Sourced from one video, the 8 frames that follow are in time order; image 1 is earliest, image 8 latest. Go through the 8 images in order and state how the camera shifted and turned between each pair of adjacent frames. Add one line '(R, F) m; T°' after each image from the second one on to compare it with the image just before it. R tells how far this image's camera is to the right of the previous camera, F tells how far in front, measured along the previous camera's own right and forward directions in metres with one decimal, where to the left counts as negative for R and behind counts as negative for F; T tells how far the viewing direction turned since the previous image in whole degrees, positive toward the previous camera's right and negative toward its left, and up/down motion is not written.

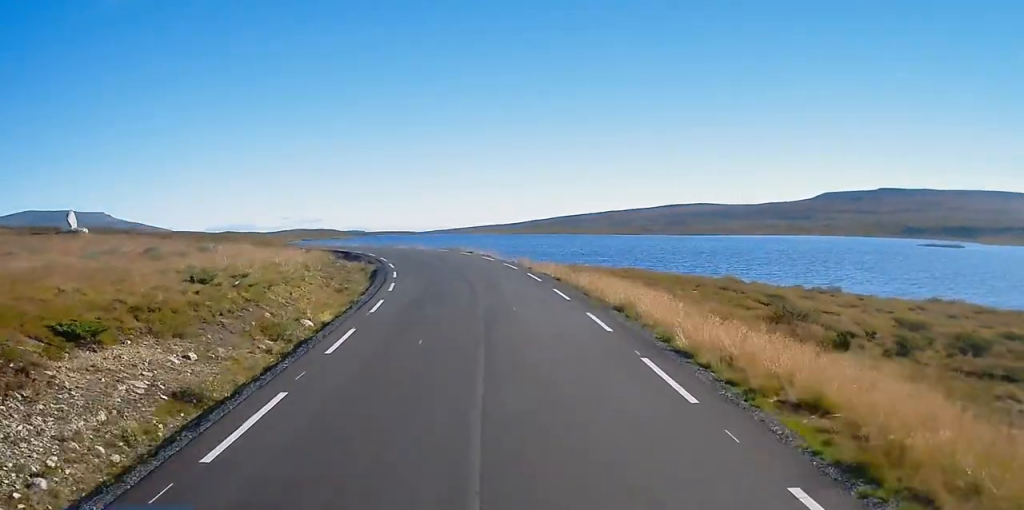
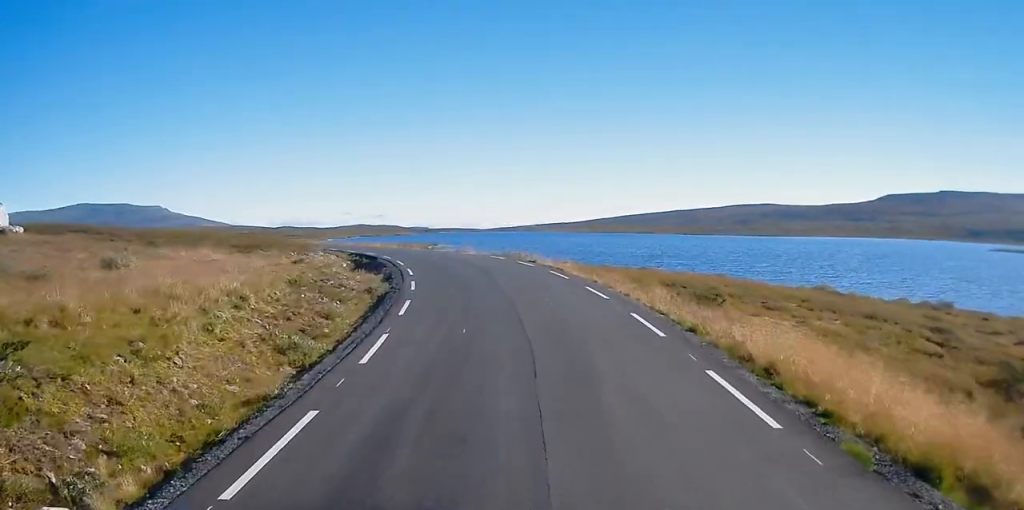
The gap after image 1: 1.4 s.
(-0.6, +13.0) m; -6°
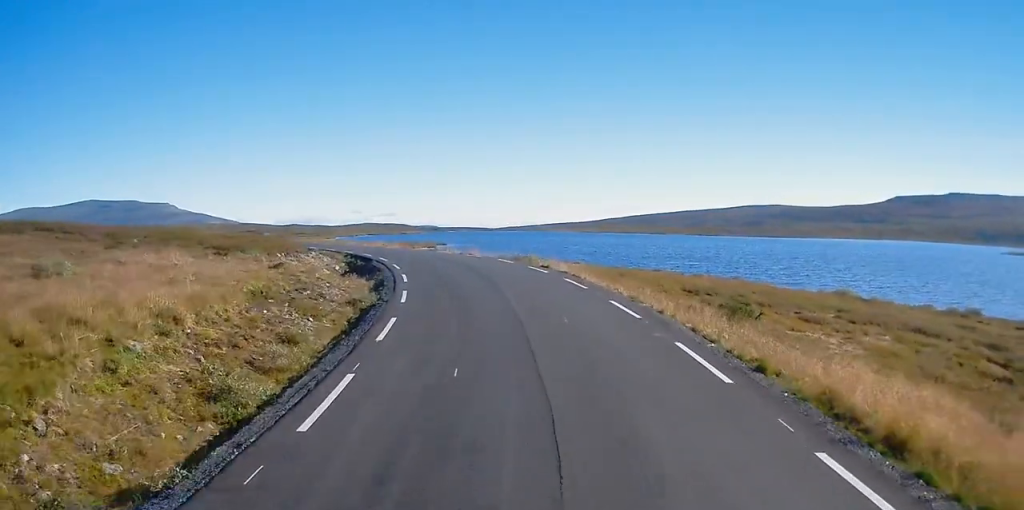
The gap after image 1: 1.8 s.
(-0.1, +3.9) m; -2°
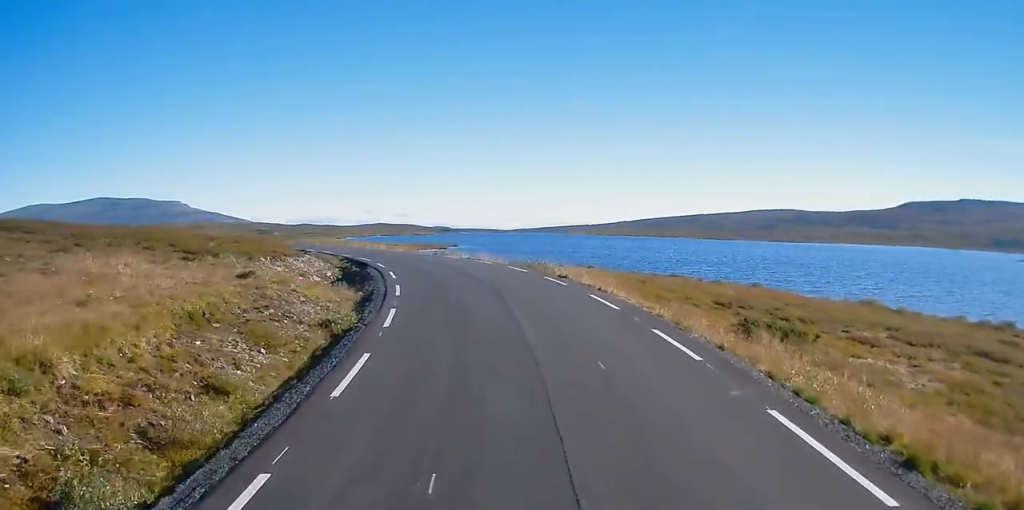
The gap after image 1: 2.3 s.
(0.0, +4.4) m; -2°
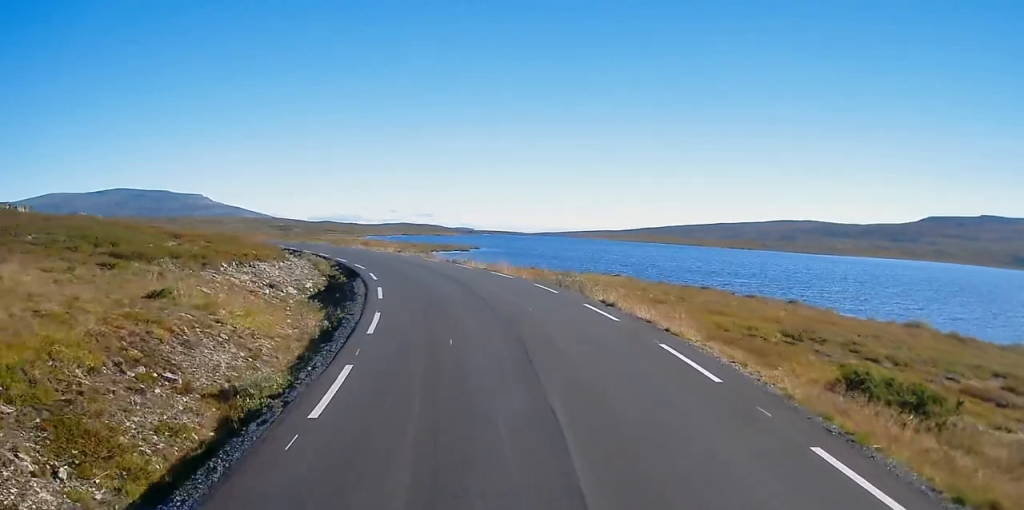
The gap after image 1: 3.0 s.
(-0.2, +7.2) m; -2°
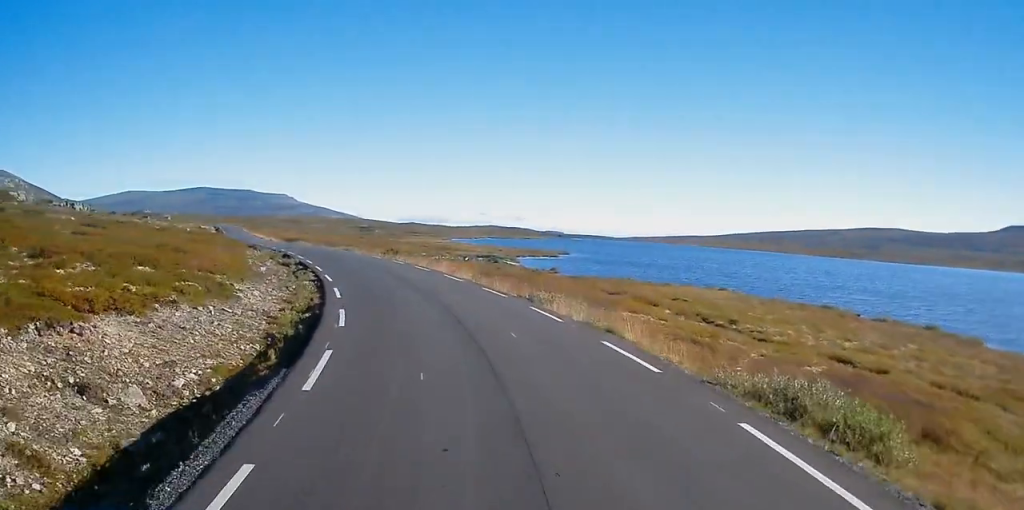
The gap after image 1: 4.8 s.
(-0.6, +16.5) m; -6°
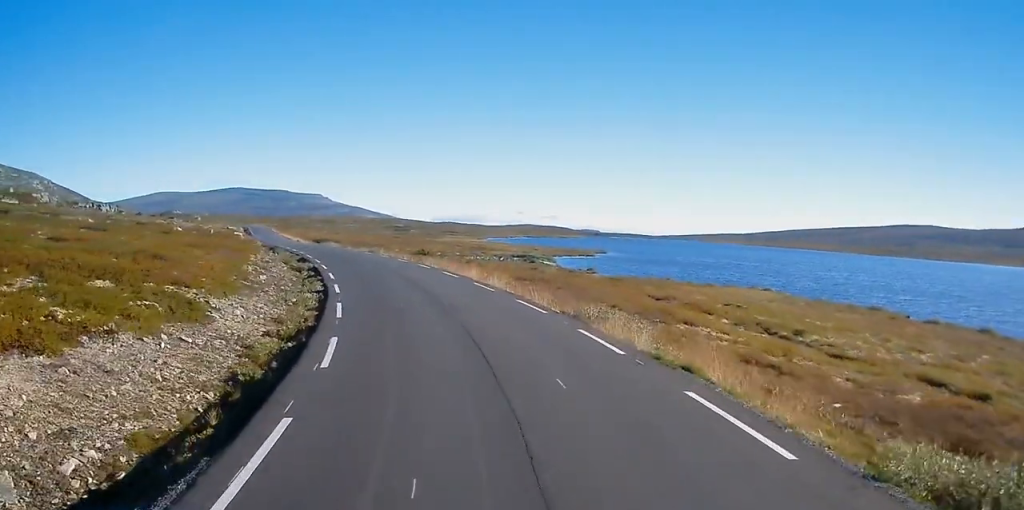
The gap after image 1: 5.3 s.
(-0.1, +4.4) m; -3°
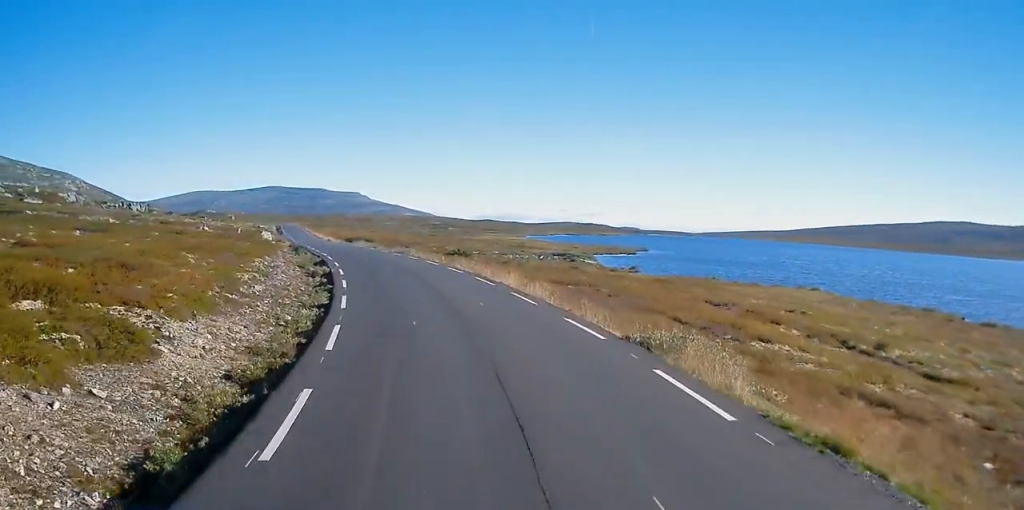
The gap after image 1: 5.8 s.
(-0.1, +4.5) m; -3°
